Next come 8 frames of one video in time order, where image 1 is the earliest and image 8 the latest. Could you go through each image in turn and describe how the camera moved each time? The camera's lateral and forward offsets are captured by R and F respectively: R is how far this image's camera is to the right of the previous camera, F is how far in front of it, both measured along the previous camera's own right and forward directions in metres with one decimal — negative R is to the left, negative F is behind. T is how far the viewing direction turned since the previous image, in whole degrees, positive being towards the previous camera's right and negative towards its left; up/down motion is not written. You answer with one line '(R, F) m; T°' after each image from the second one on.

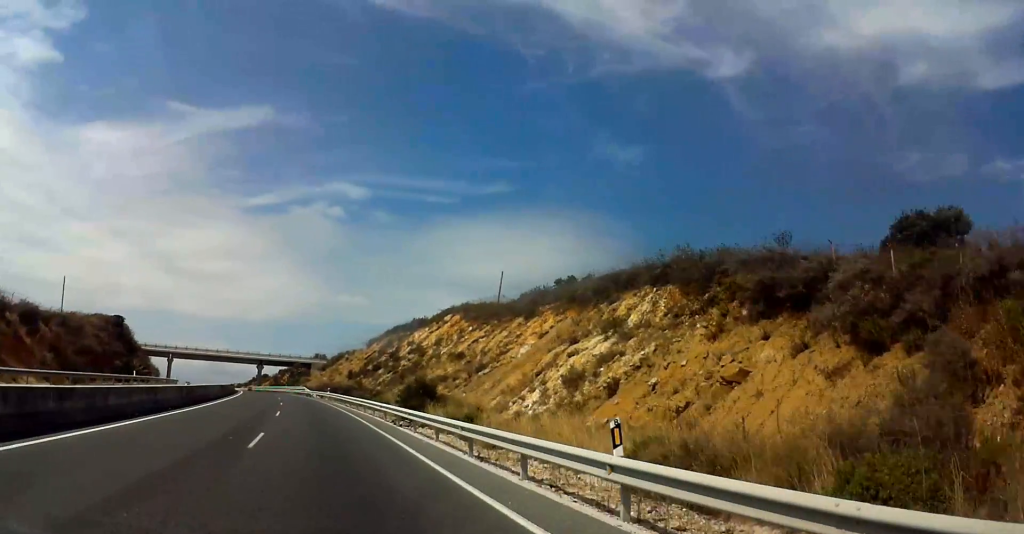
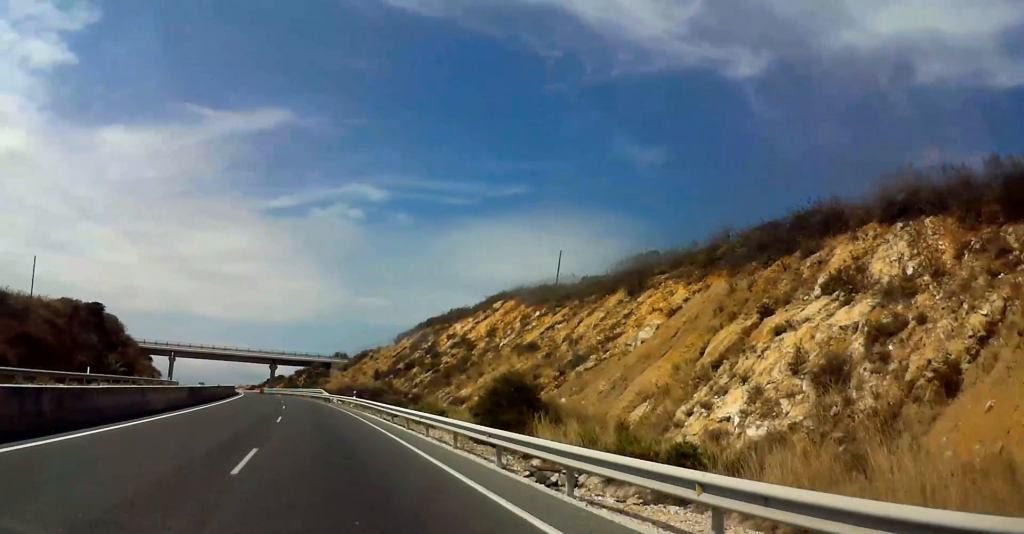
(-0.2, +17.9) m; -1°
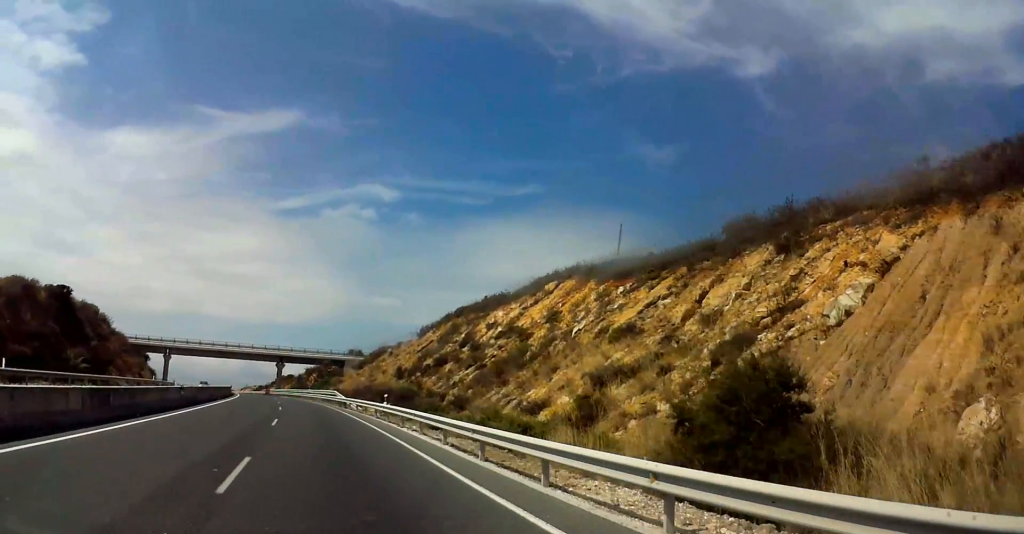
(0.0, +14.7) m; -2°
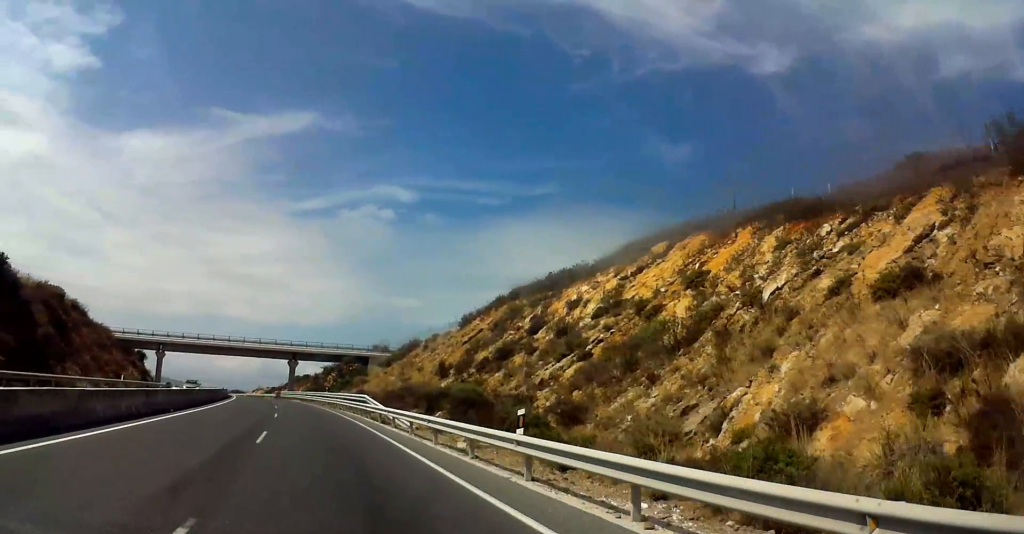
(-0.7, +19.5) m; -4°
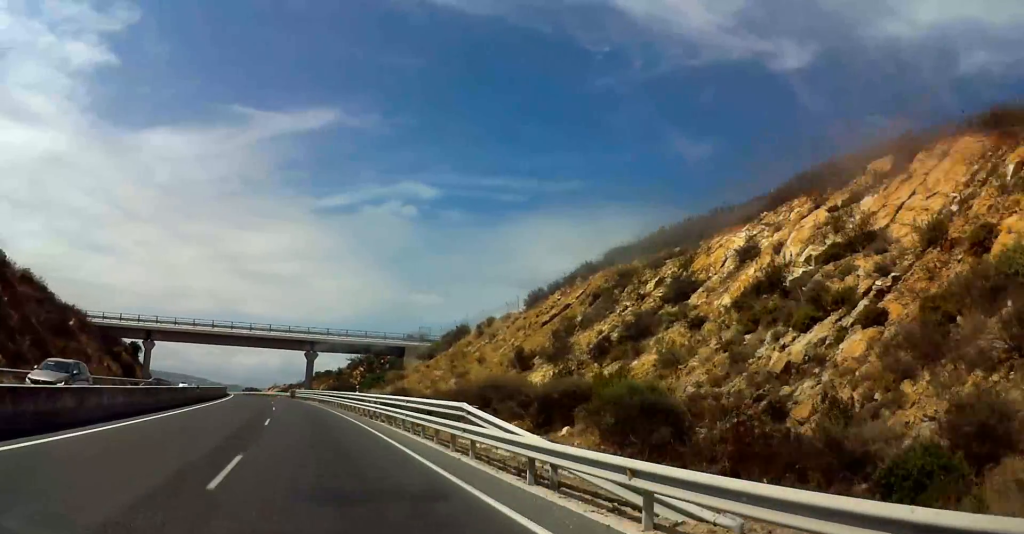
(-0.8, +19.6) m; -2°
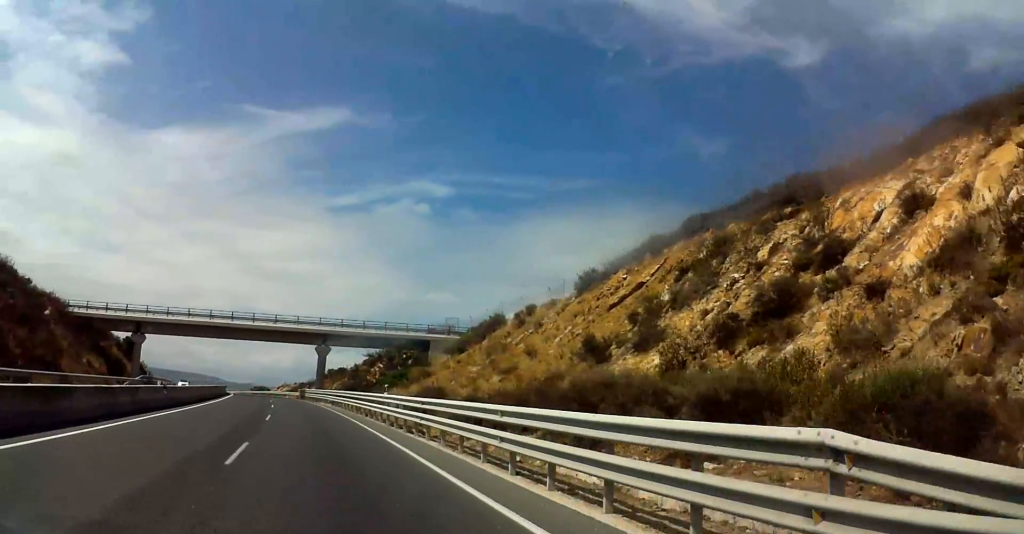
(0.0, +11.4) m; 0°
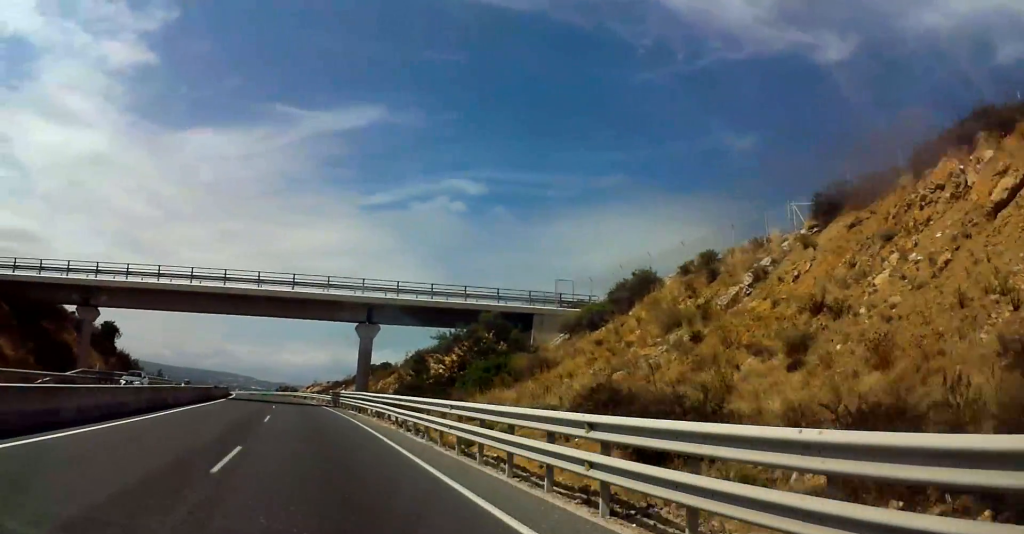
(+0.2, +27.6) m; 0°
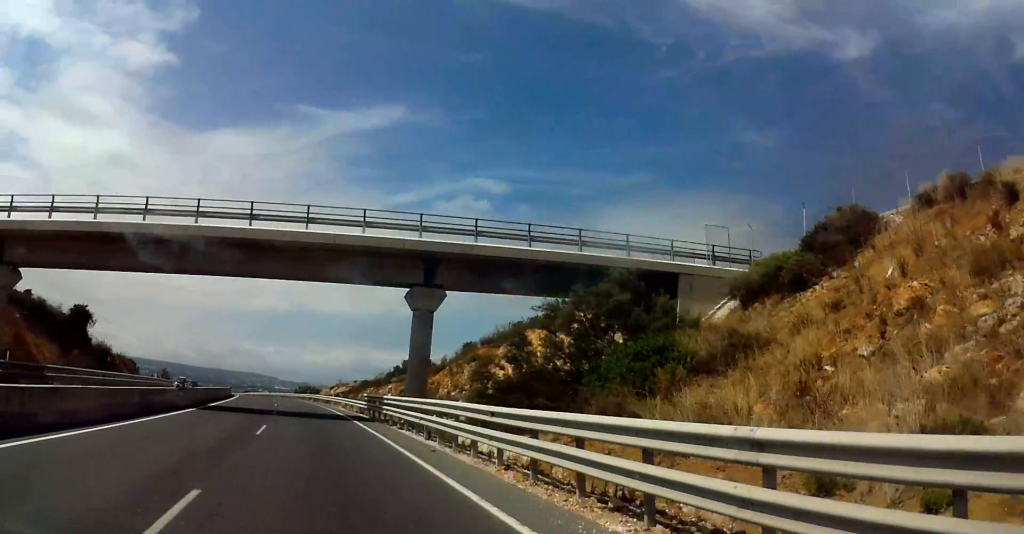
(+0.1, +18.7) m; -4°
